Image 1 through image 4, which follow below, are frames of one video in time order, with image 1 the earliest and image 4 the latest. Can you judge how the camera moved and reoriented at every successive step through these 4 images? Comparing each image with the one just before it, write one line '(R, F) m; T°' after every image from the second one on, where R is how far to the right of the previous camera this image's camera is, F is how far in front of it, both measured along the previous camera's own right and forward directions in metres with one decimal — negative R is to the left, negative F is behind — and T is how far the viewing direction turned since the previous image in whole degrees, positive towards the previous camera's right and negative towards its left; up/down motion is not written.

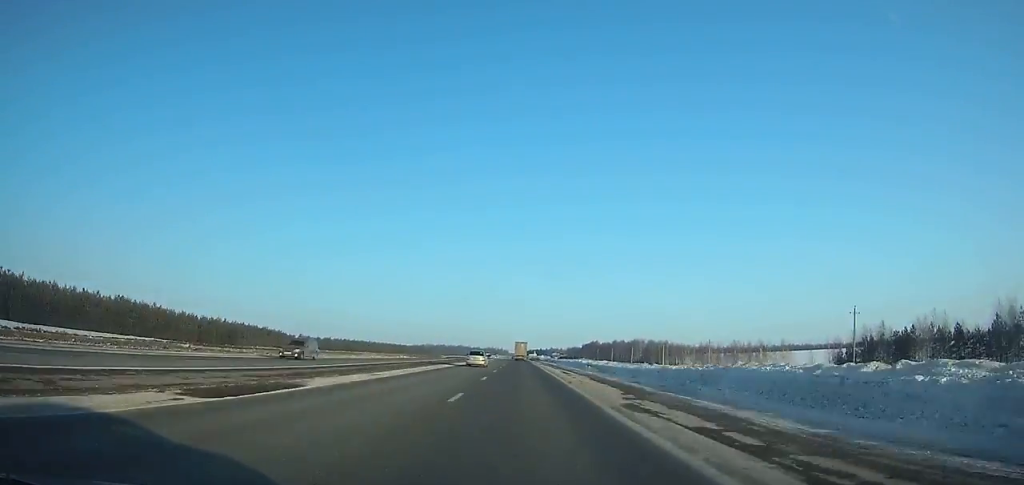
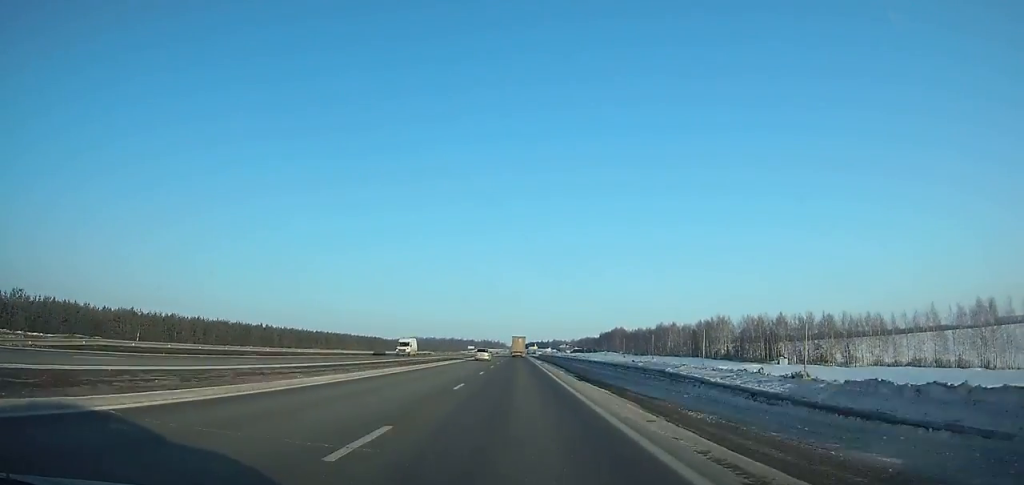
(+0.3, +150.4) m; 0°
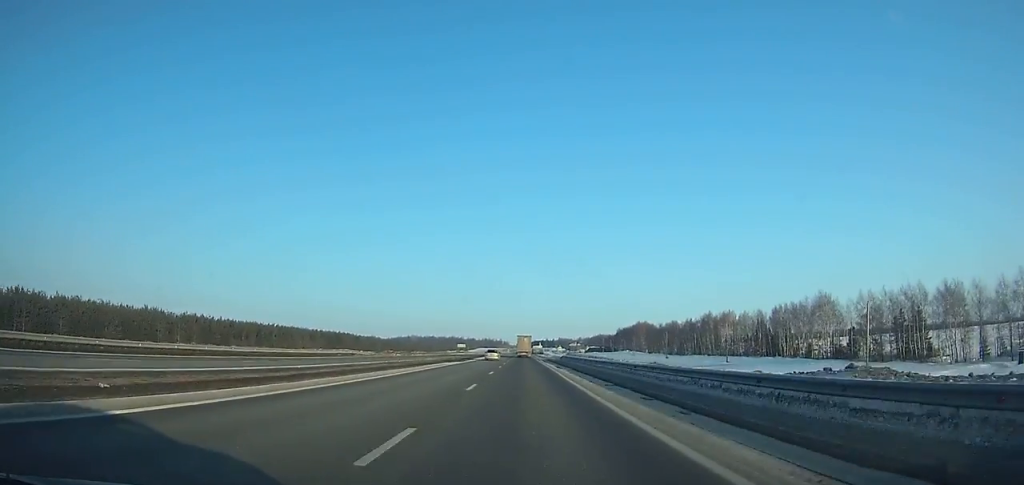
(-0.4, +69.8) m; 0°
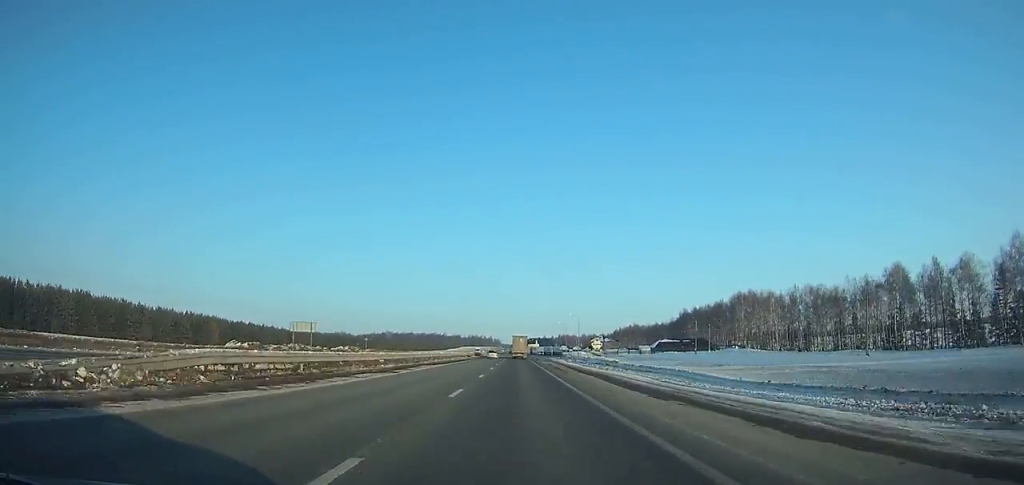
(+1.7, +180.0) m; 0°
